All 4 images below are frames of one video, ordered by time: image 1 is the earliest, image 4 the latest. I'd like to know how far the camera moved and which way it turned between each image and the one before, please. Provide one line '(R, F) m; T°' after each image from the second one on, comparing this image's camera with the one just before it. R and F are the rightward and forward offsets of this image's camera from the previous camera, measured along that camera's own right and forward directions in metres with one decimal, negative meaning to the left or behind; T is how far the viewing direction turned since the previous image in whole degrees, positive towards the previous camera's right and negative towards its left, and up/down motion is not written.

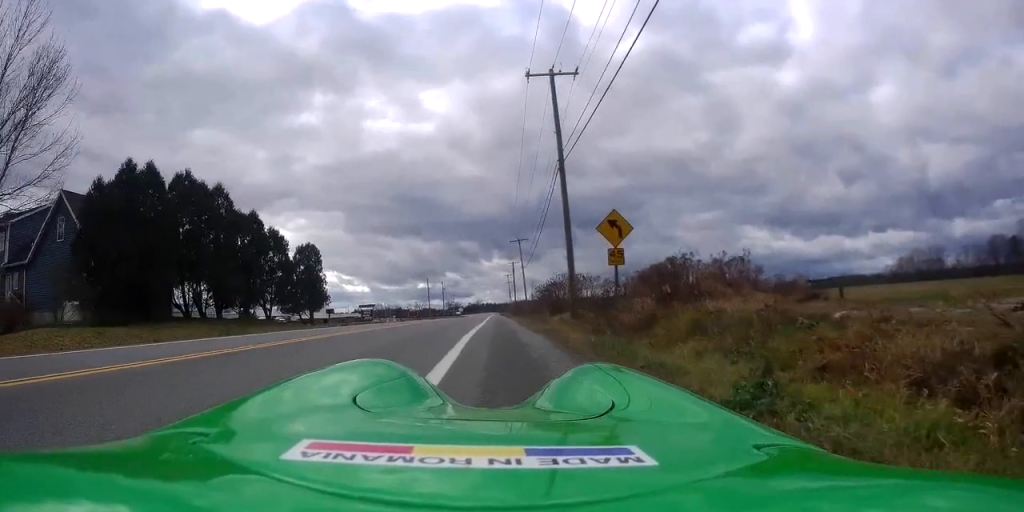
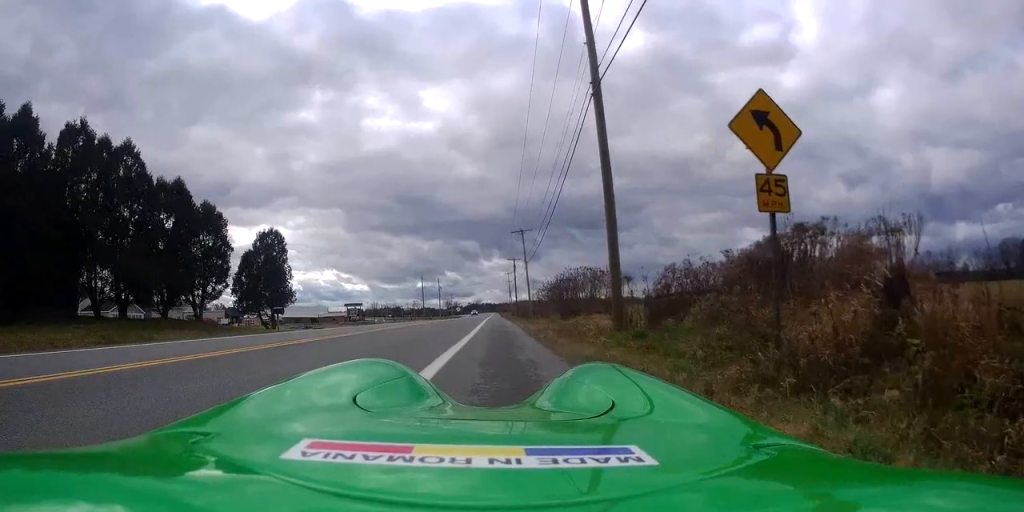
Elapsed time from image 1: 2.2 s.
(+0.8, +9.6) m; +1°
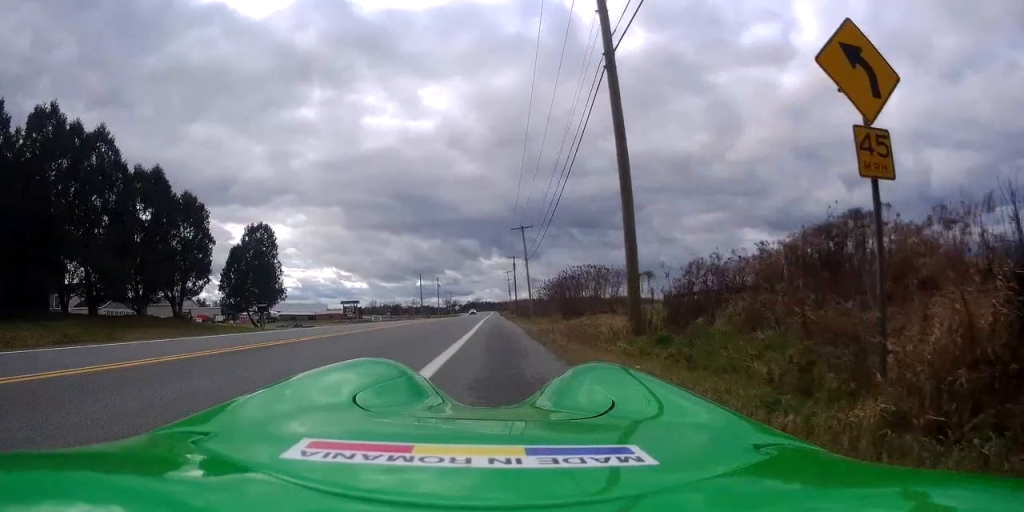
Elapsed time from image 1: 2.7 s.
(-0.2, +2.3) m; 0°
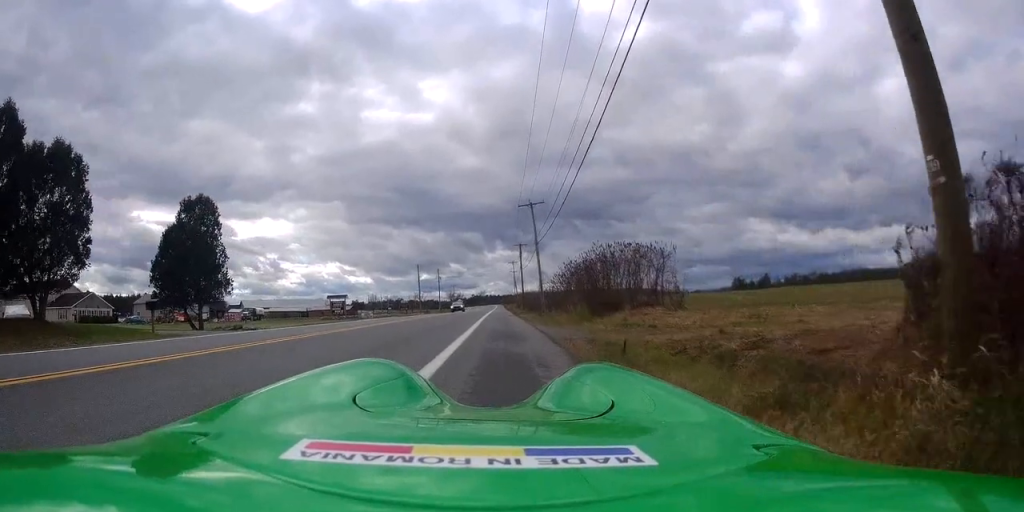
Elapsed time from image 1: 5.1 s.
(-0.5, +10.8) m; -7°
